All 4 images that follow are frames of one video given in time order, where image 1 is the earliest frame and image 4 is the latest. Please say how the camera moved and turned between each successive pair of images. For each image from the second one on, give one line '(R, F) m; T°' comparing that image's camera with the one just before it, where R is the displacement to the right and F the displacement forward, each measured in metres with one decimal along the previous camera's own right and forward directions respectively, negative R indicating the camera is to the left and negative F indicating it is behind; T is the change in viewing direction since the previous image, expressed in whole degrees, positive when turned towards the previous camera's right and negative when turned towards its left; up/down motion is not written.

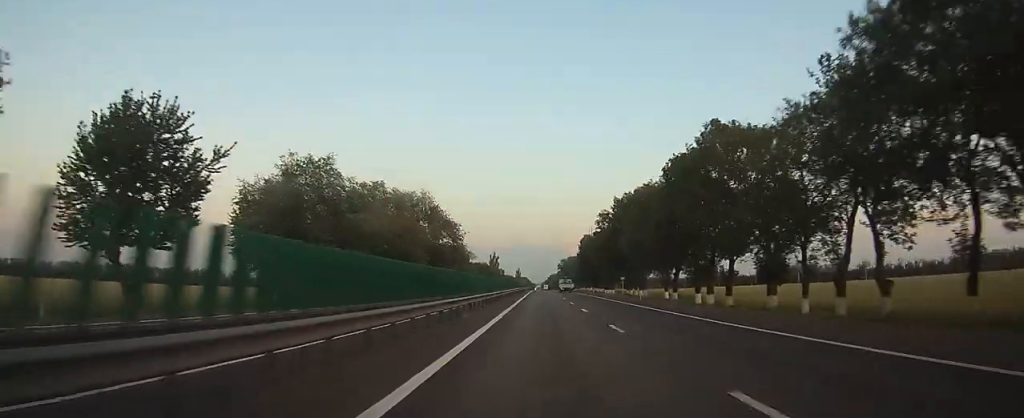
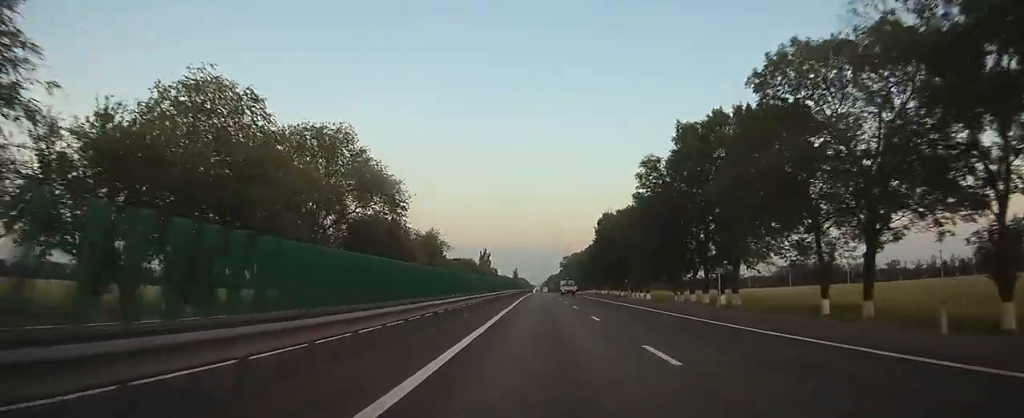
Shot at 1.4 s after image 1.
(+0.1, +42.5) m; 0°
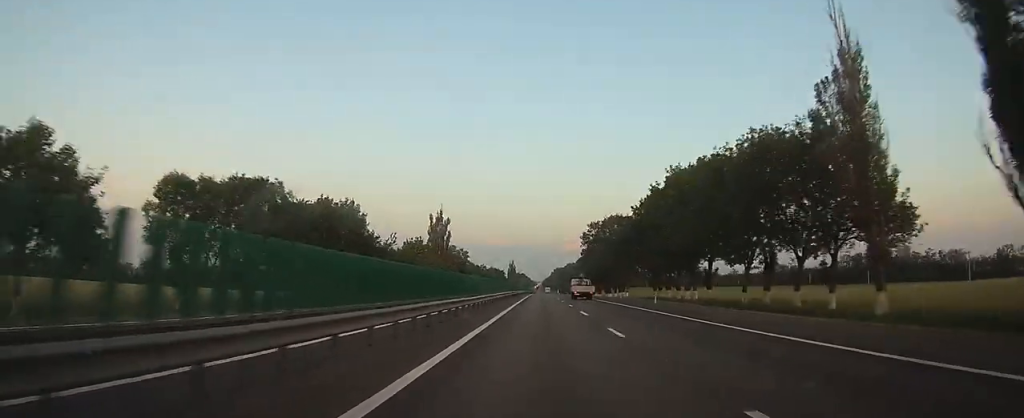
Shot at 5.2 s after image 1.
(-0.1, +114.5) m; 0°
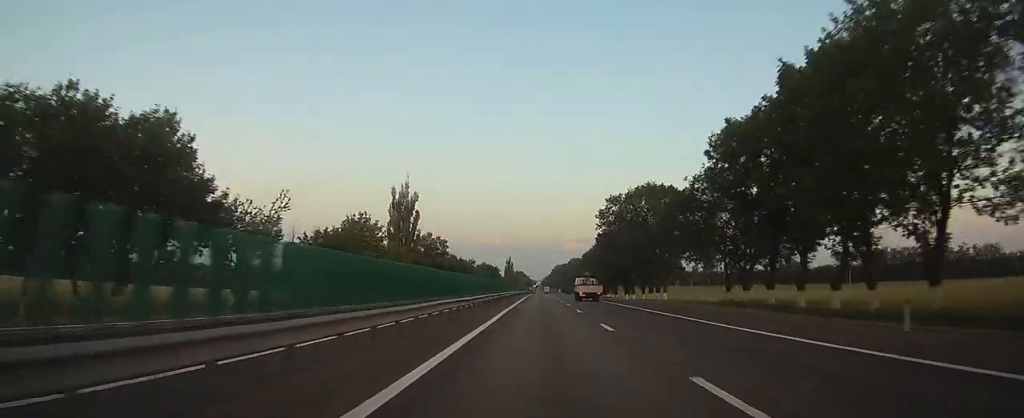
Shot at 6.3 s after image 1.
(0.0, +33.6) m; 0°
